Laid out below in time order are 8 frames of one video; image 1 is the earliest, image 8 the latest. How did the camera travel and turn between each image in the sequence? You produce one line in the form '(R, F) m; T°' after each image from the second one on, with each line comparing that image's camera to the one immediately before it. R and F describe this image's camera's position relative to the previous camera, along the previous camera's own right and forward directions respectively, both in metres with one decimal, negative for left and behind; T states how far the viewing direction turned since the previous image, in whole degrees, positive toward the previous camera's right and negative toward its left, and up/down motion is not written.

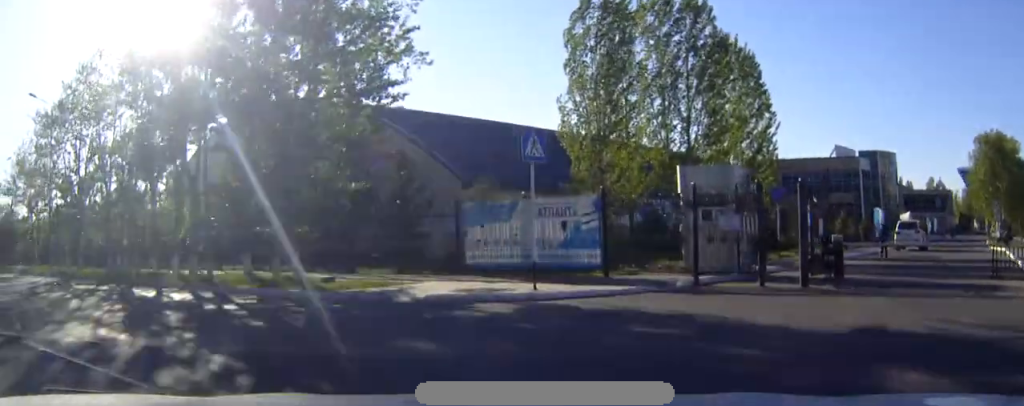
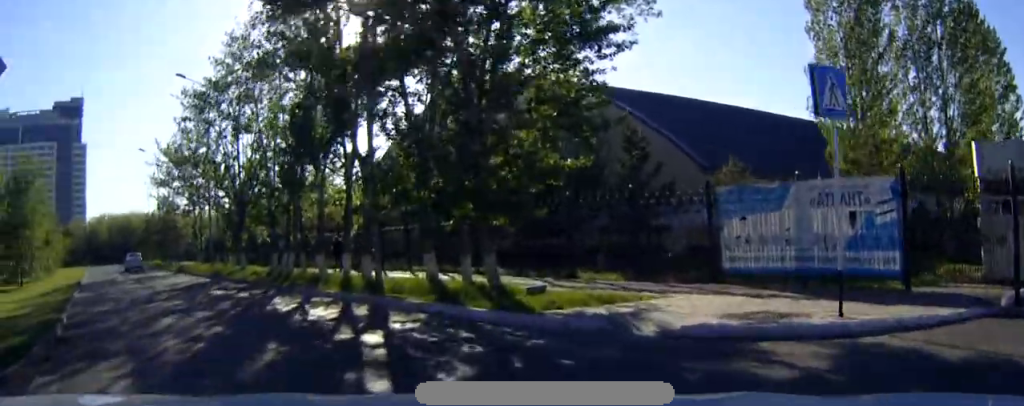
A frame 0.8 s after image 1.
(-0.8, +5.5) m; -14°
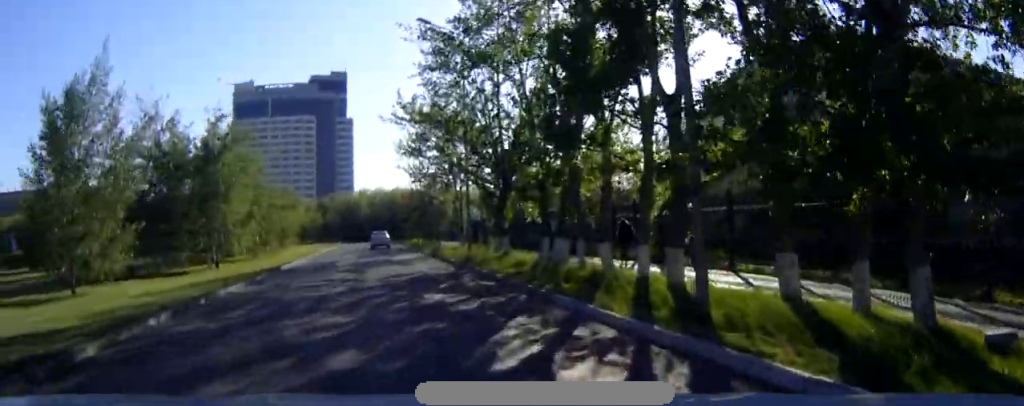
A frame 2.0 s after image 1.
(-1.2, +8.1) m; -12°
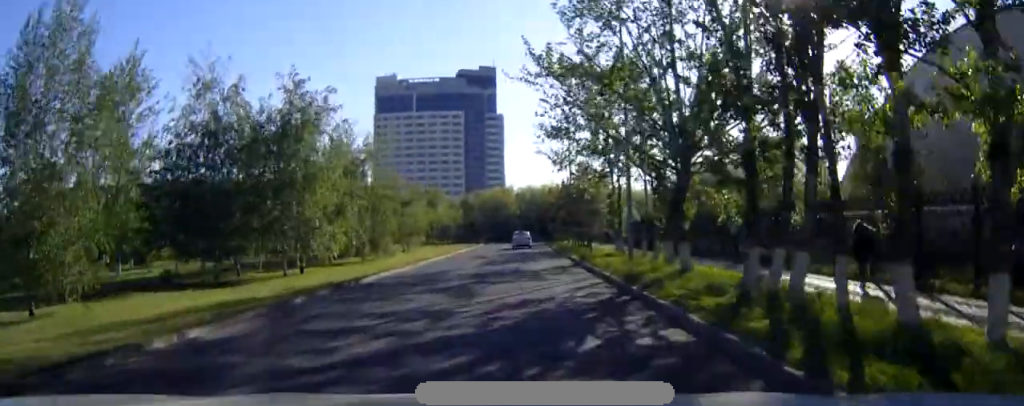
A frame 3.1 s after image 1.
(-0.5, +9.1) m; -3°
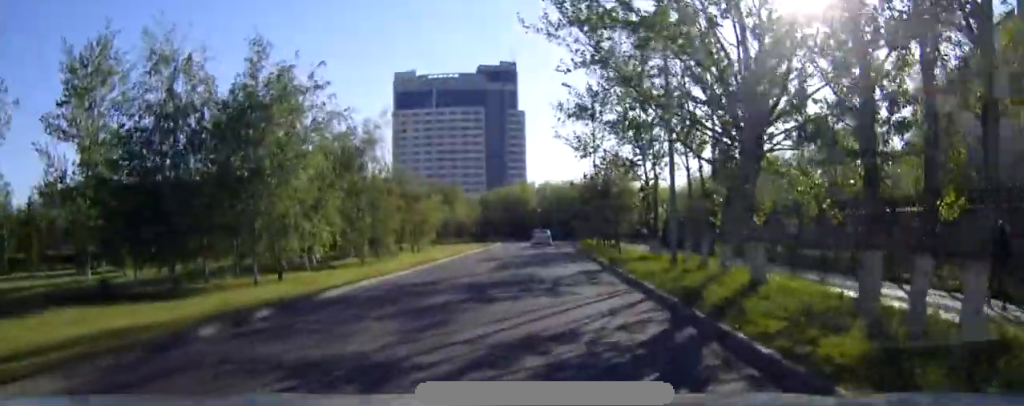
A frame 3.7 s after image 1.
(0.0, +5.2) m; 0°
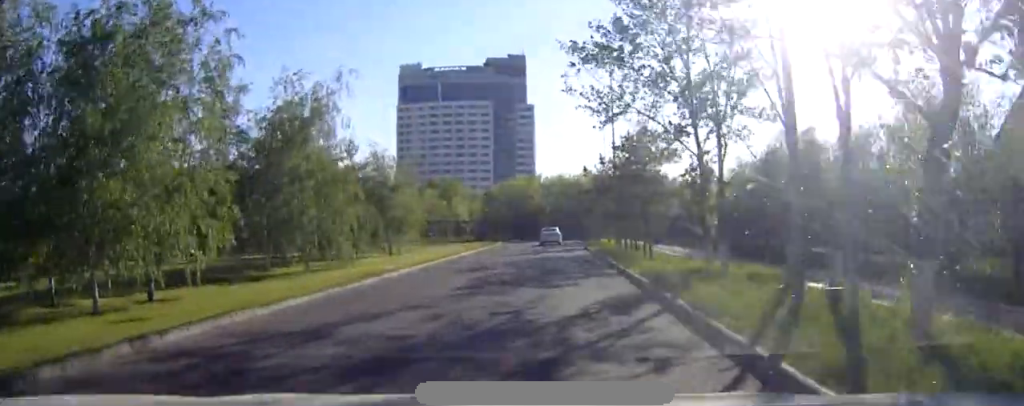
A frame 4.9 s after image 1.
(-0.1, +10.5) m; -1°
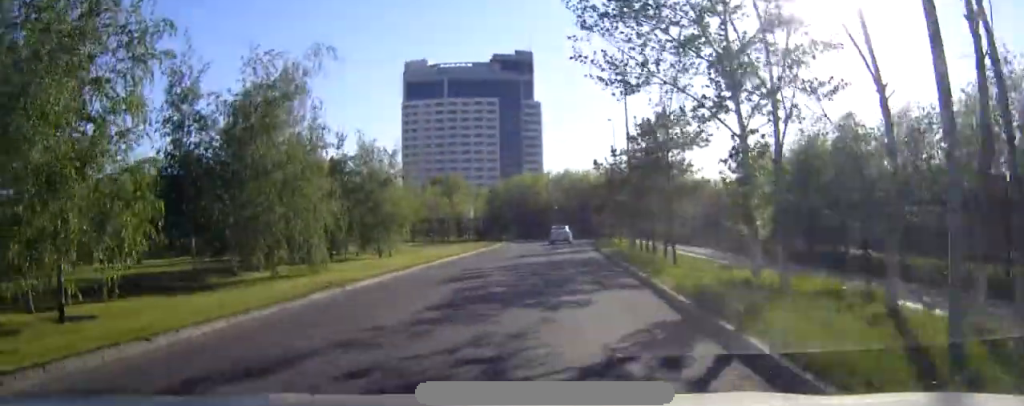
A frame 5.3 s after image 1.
(0.0, +4.4) m; 0°
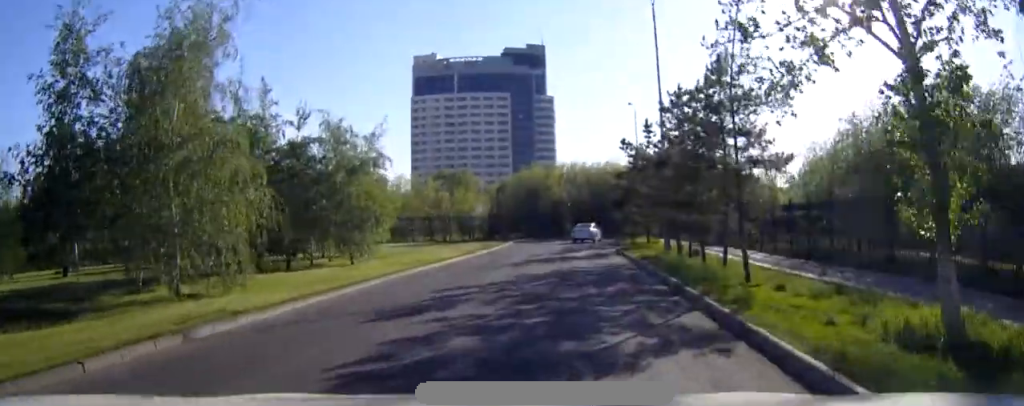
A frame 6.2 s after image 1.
(-0.1, +8.3) m; 0°
